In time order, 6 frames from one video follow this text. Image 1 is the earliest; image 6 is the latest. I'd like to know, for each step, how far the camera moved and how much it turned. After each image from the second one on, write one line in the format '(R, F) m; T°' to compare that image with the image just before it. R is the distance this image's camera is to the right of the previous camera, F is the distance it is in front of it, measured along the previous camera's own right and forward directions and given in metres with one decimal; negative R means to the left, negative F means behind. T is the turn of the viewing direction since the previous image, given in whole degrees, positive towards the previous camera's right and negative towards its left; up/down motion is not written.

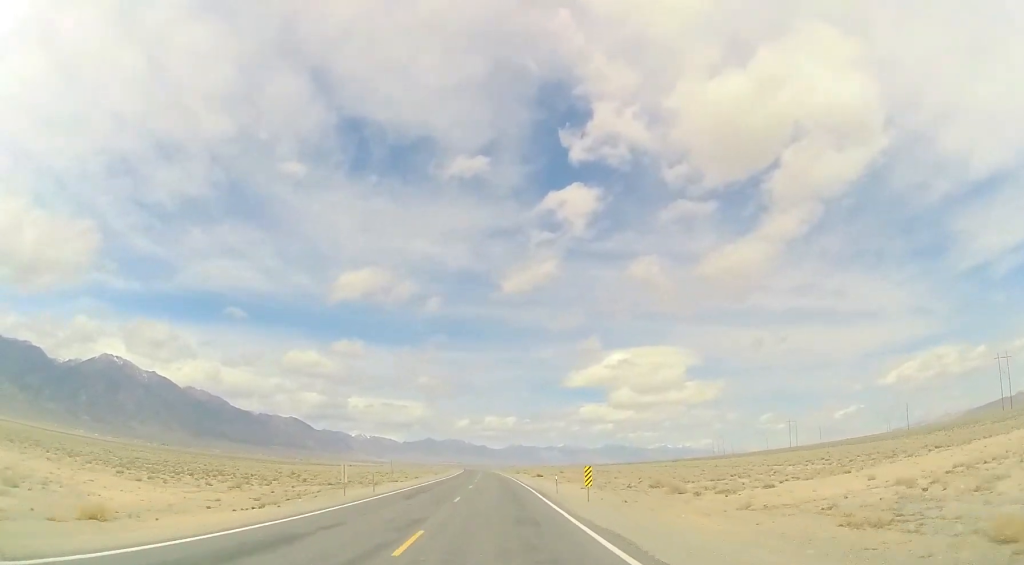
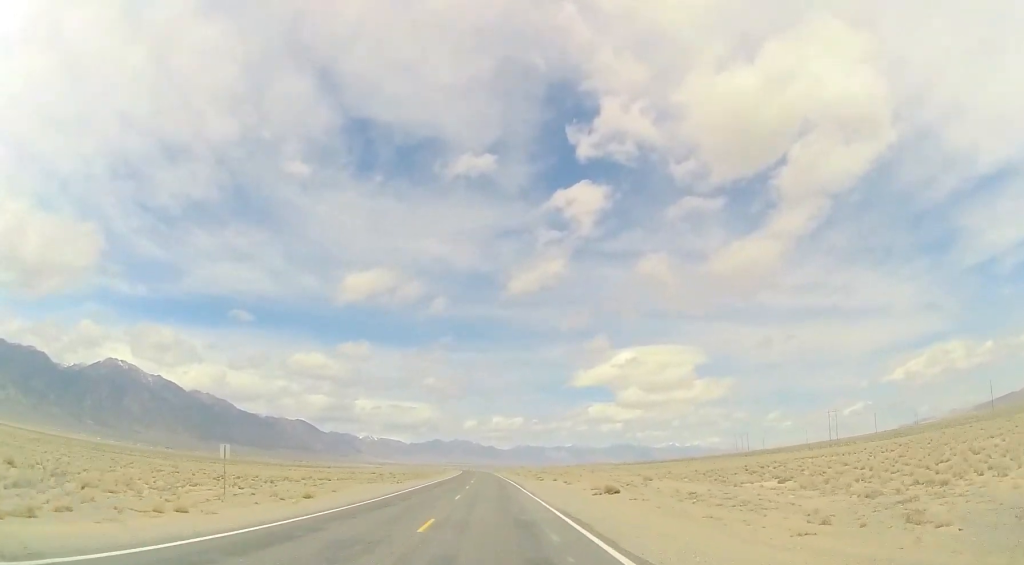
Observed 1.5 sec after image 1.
(-0.9, +50.8) m; -1°
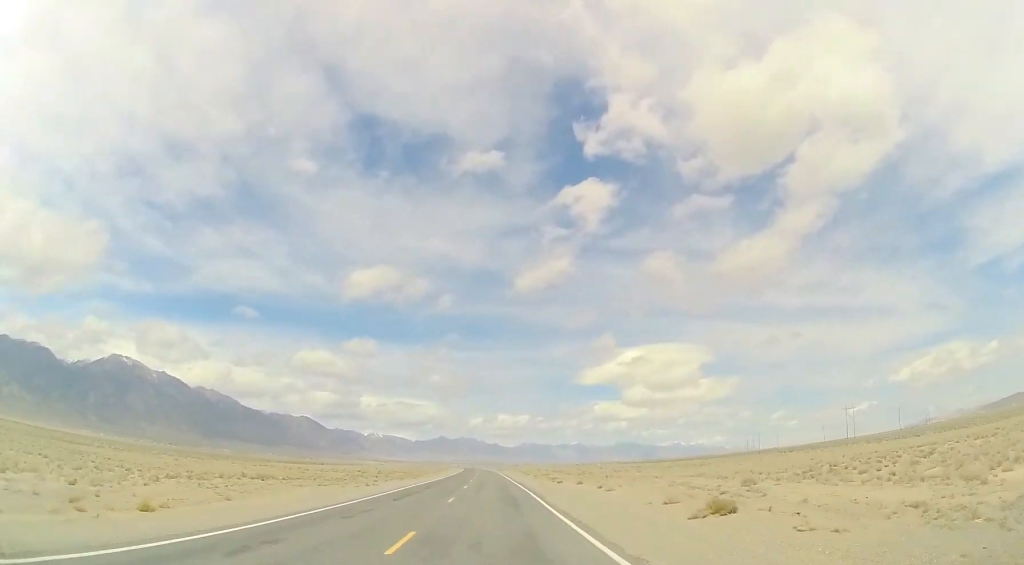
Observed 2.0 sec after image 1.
(+0.1, +17.3) m; 0°
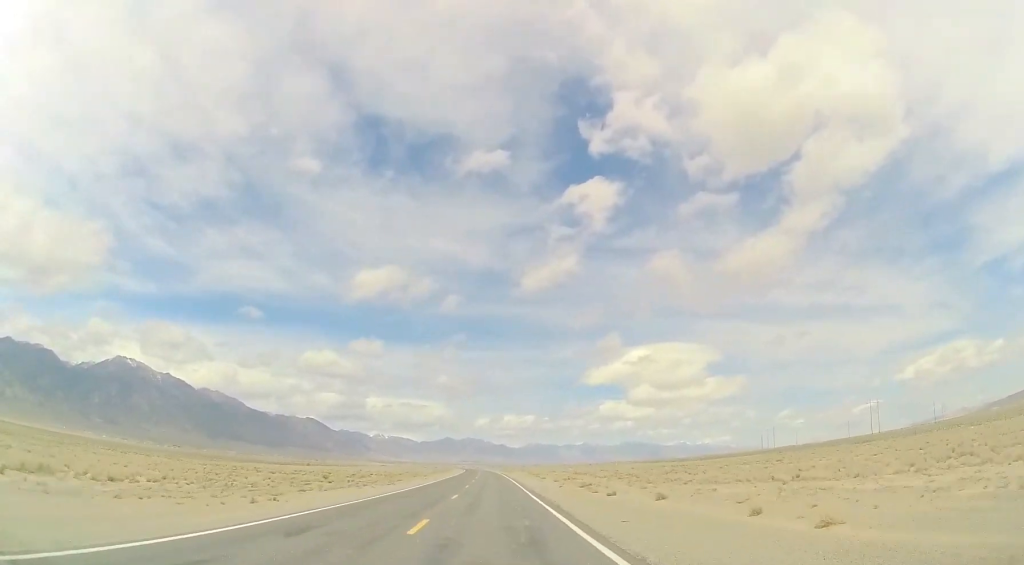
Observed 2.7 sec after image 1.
(-0.1, +24.3) m; -1°
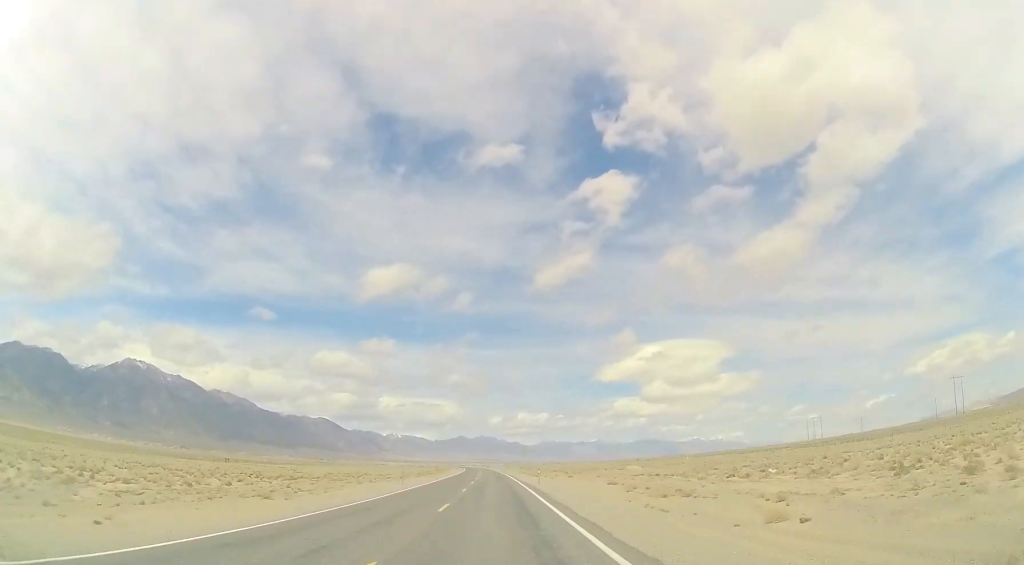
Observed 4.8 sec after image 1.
(-1.0, +75.6) m; -1°
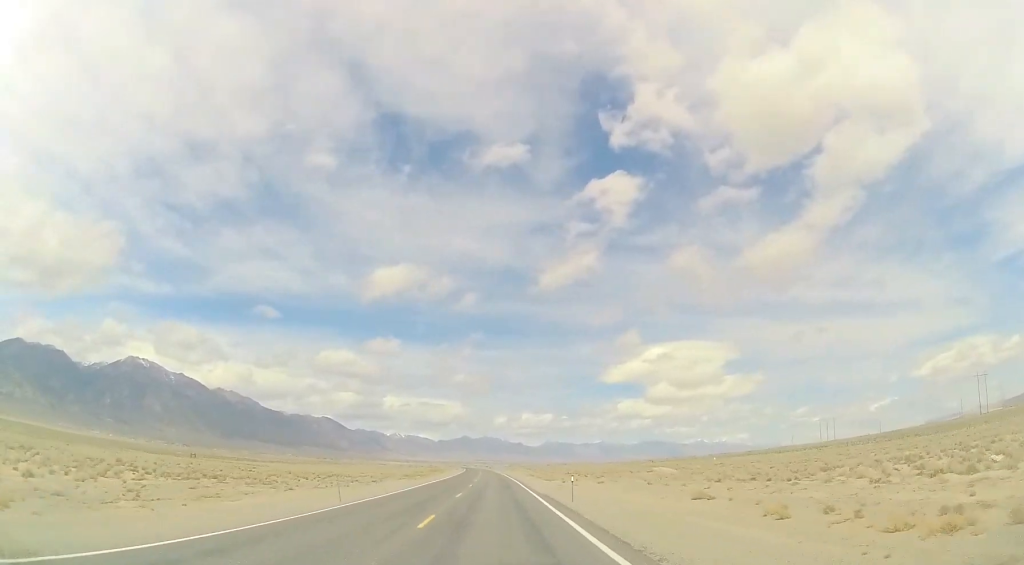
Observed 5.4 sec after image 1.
(-0.1, +18.5) m; 0°
